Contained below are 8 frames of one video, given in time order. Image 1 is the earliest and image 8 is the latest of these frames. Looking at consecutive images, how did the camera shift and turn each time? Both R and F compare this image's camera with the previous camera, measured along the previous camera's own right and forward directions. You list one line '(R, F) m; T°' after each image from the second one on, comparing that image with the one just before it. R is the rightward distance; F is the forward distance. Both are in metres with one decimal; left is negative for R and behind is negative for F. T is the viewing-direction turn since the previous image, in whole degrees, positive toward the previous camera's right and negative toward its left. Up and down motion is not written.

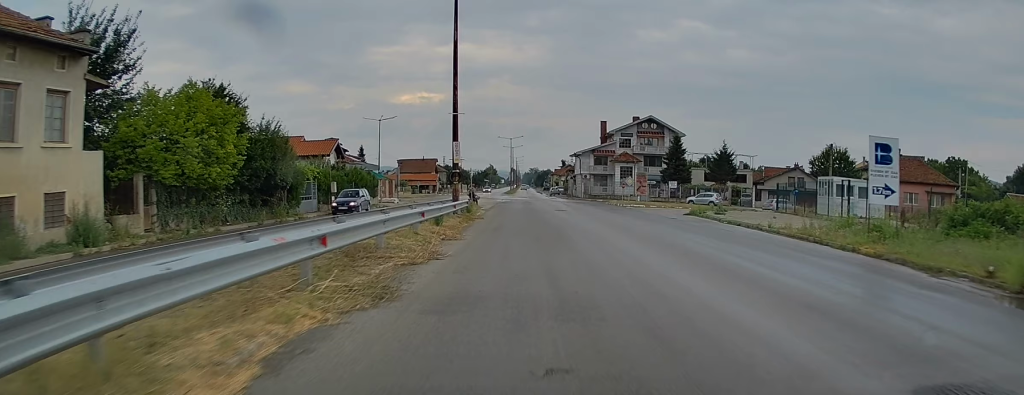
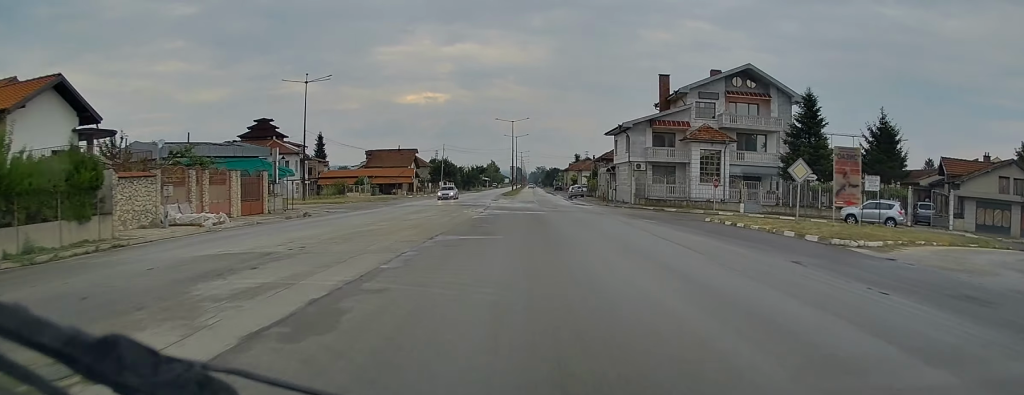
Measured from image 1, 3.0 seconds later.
(-0.1, +40.0) m; 0°
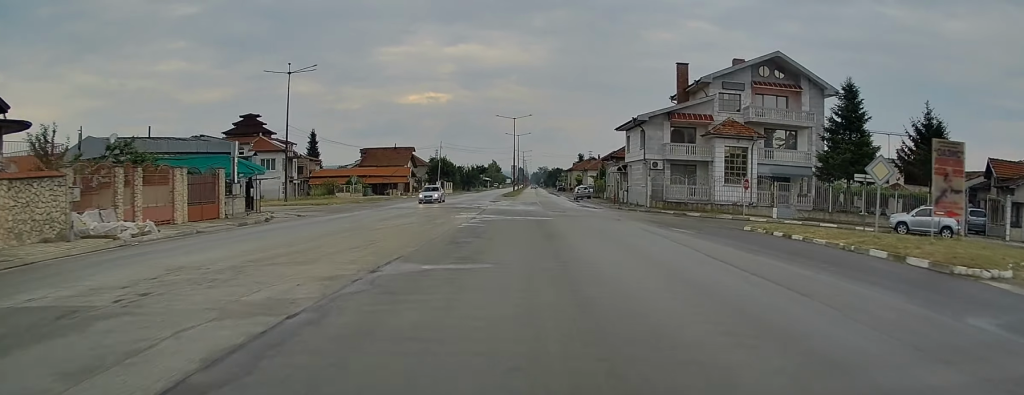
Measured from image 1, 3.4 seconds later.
(0.0, +6.1) m; 0°
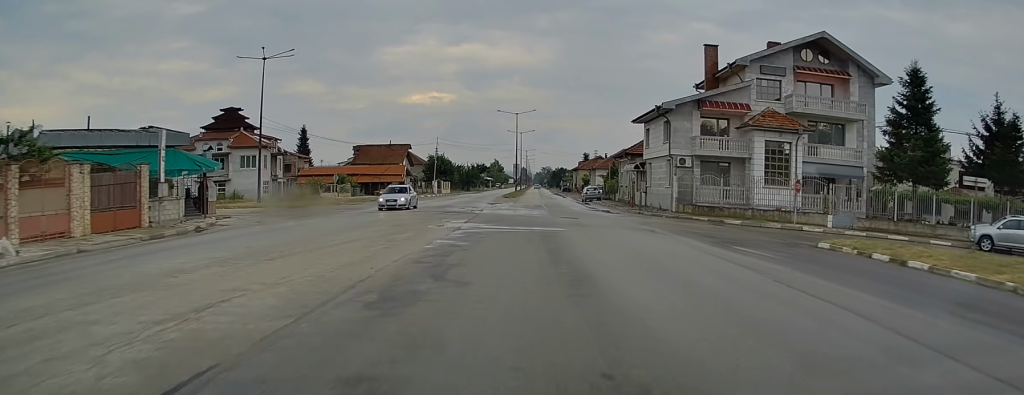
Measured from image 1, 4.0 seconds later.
(0.0, +7.6) m; 0°
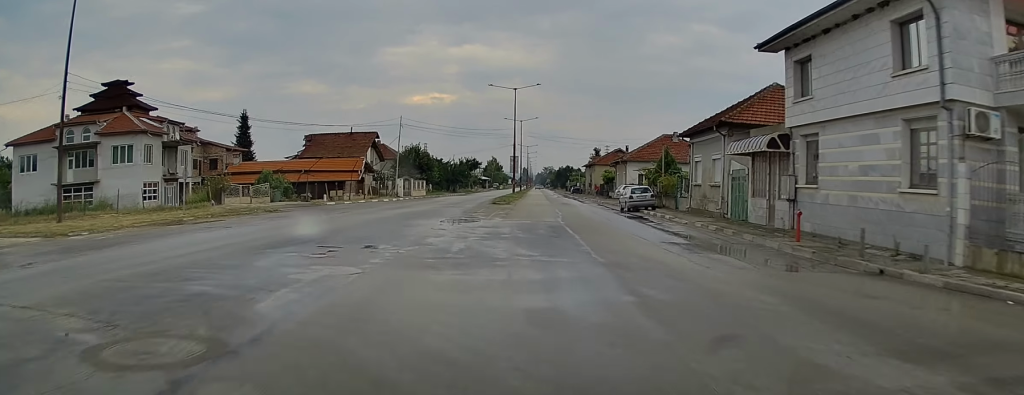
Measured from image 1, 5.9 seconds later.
(0.0, +28.1) m; 0°
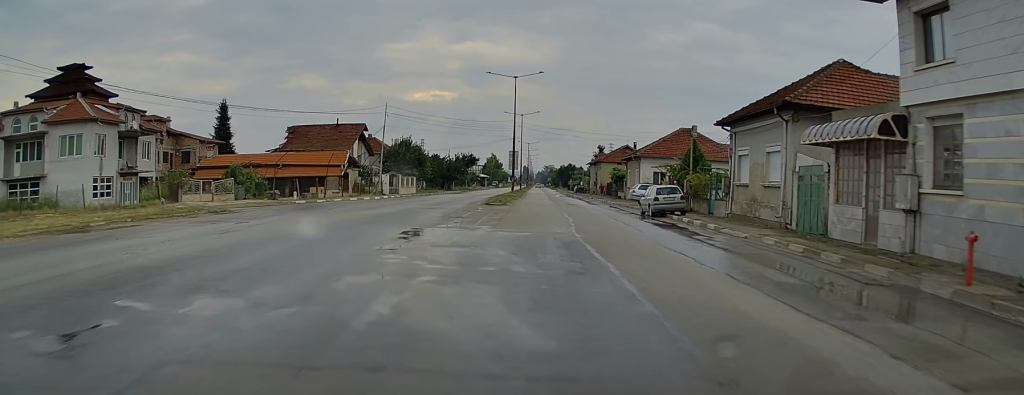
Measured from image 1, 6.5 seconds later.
(0.0, +7.5) m; 0°
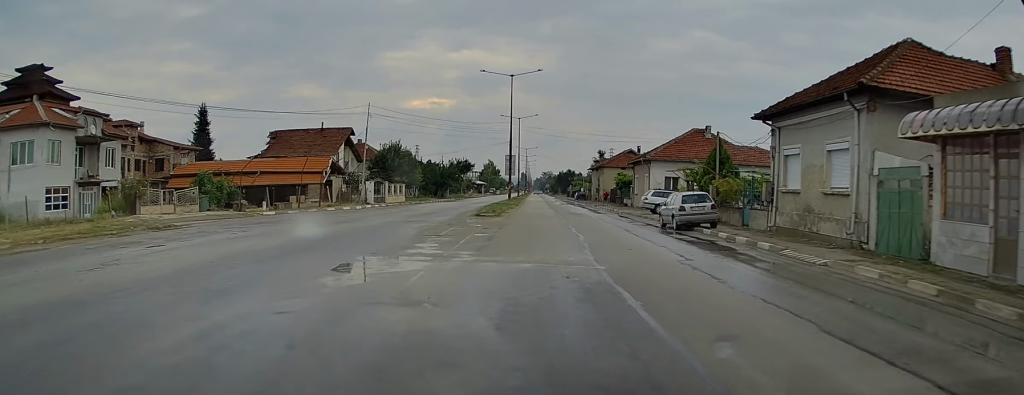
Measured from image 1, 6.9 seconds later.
(0.0, +5.6) m; 0°
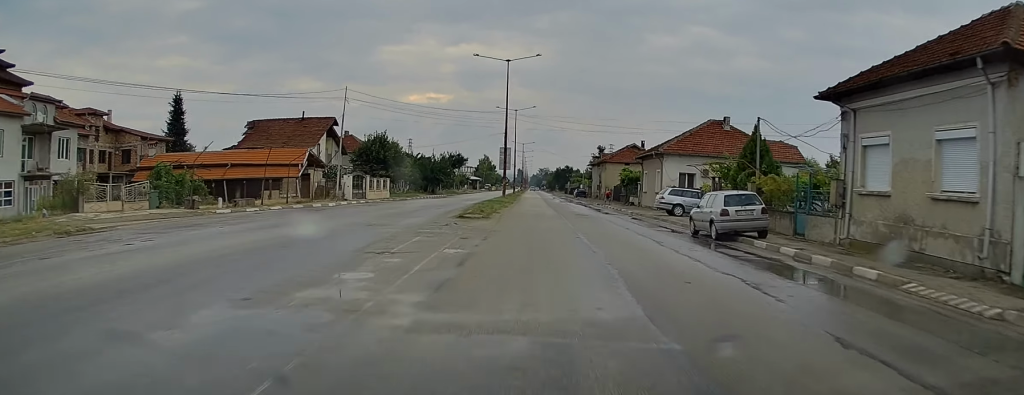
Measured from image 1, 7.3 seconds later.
(0.0, +6.1) m; 0°
